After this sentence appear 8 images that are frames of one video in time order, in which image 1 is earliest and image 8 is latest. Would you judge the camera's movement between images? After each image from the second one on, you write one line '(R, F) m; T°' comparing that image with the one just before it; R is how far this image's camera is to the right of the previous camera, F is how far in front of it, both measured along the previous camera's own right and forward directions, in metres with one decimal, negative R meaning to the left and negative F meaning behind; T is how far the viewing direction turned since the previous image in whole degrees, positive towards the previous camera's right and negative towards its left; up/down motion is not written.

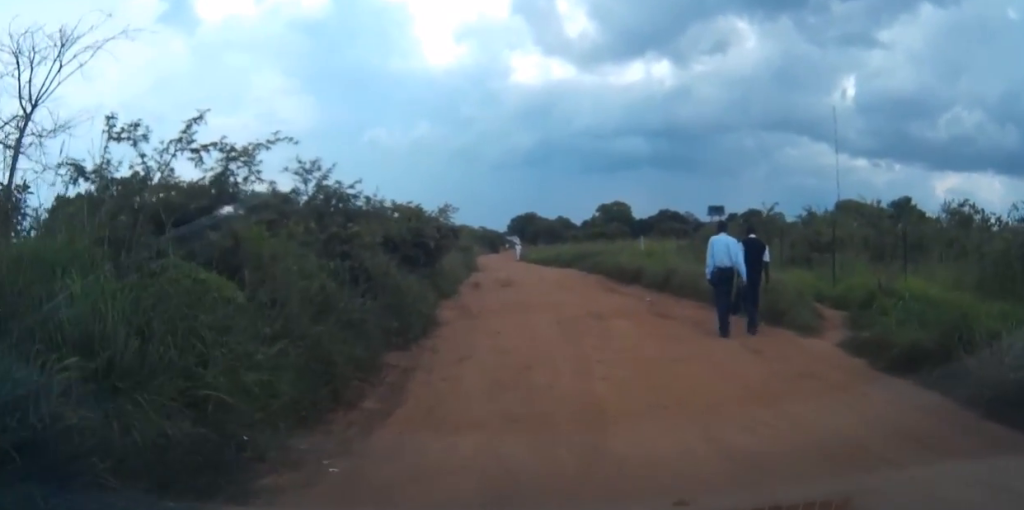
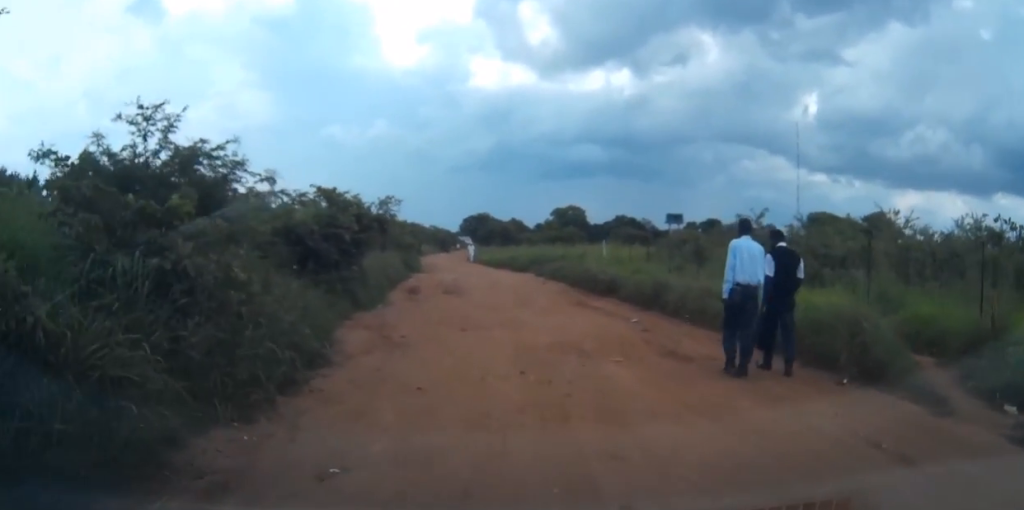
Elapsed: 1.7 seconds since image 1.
(+0.5, +4.5) m; +8°
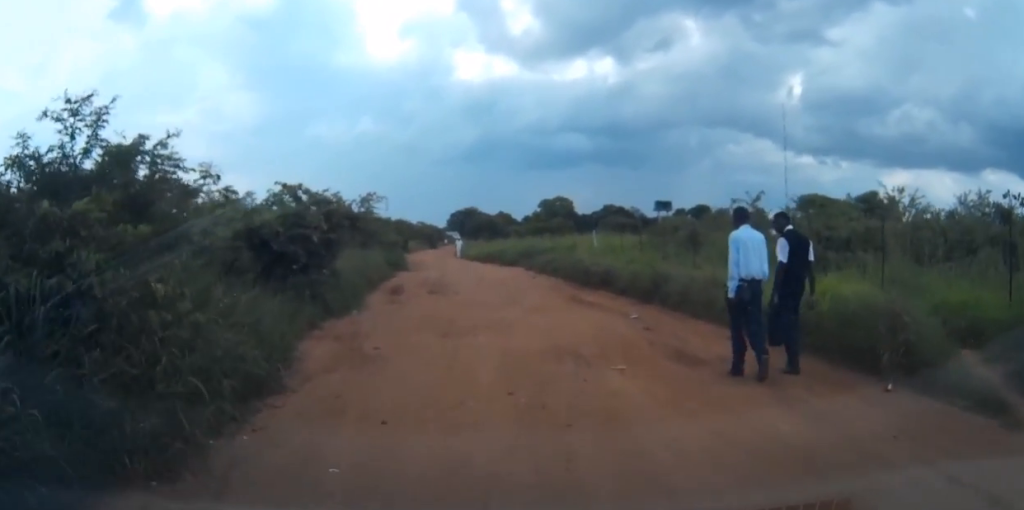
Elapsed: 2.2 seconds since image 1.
(0.0, +1.2) m; +1°
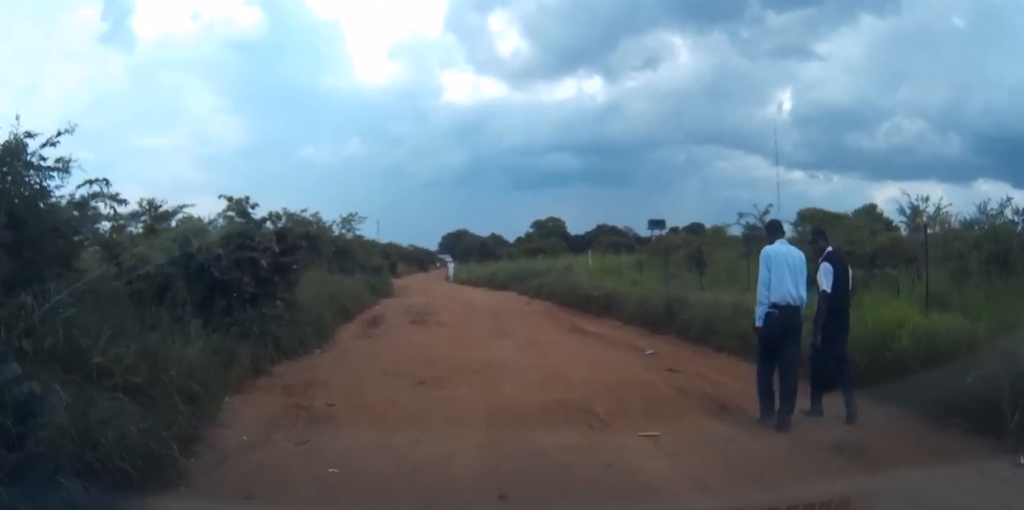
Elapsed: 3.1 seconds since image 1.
(0.0, +2.5) m; +3°
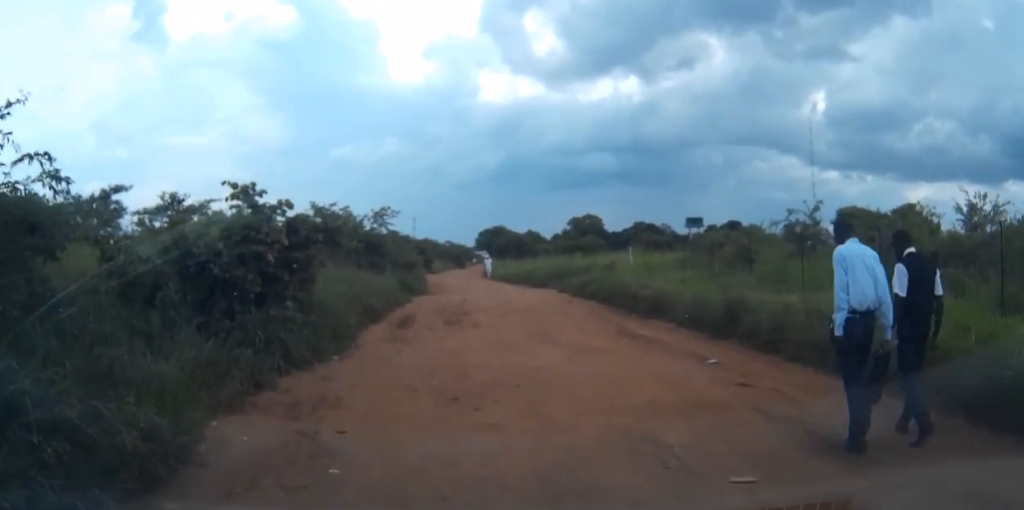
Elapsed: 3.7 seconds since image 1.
(+0.1, +1.5) m; -1°
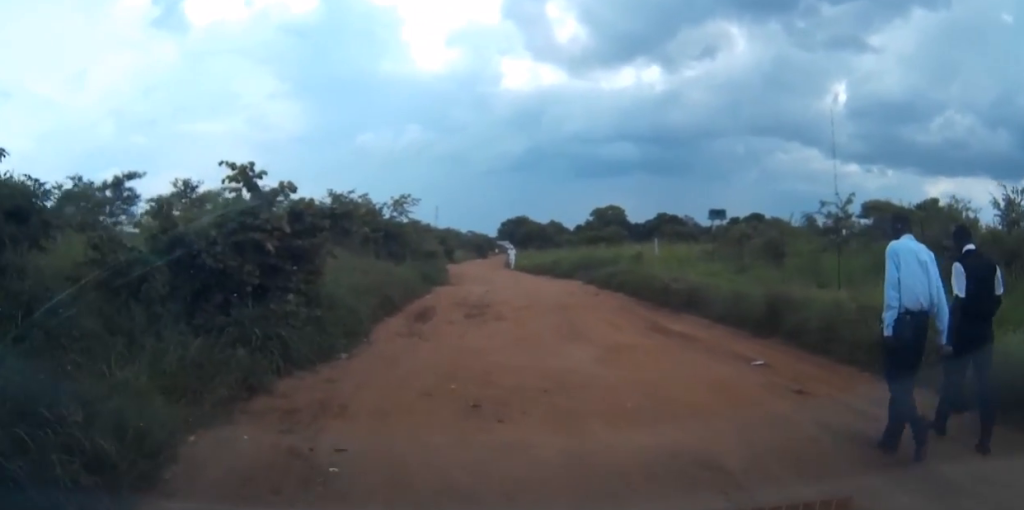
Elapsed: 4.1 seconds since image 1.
(0.0, +1.0) m; -1°
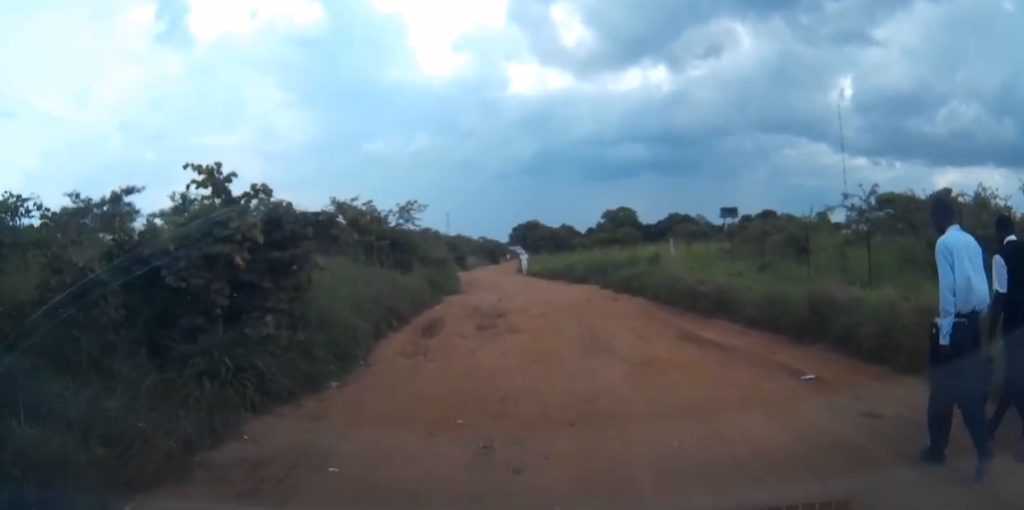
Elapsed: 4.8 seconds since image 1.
(-0.1, +1.3) m; -5°
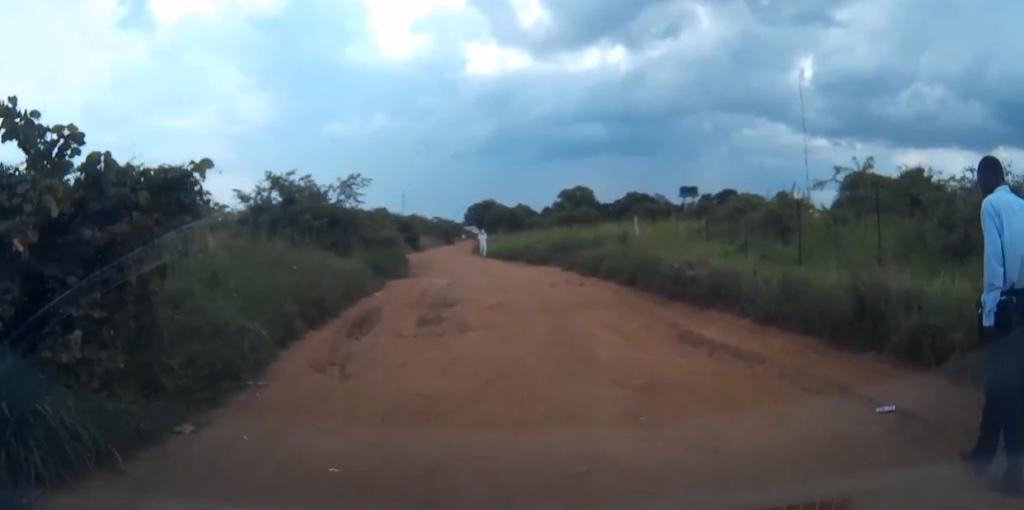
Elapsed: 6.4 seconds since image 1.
(0.0, +3.0) m; +4°
